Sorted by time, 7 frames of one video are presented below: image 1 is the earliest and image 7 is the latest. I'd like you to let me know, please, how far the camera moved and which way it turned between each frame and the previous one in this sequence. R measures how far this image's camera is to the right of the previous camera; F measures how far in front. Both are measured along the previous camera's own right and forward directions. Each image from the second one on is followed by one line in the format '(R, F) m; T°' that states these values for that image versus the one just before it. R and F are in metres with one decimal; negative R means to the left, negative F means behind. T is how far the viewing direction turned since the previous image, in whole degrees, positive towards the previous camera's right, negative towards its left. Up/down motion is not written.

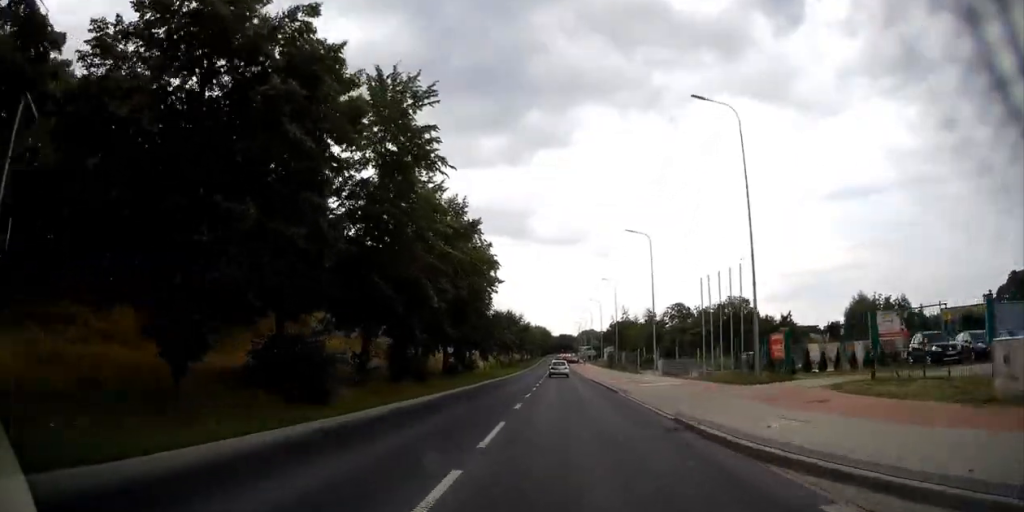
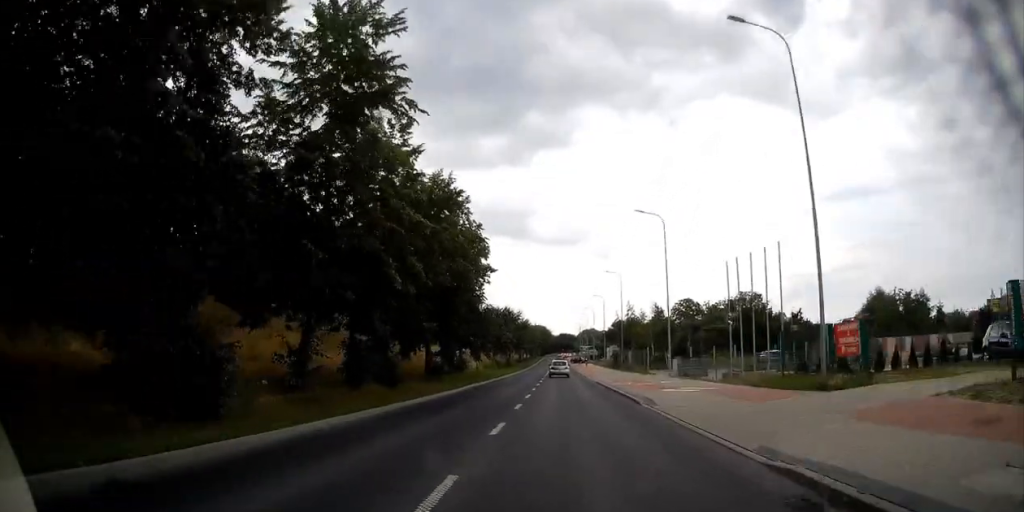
(0.0, +6.3) m; -1°
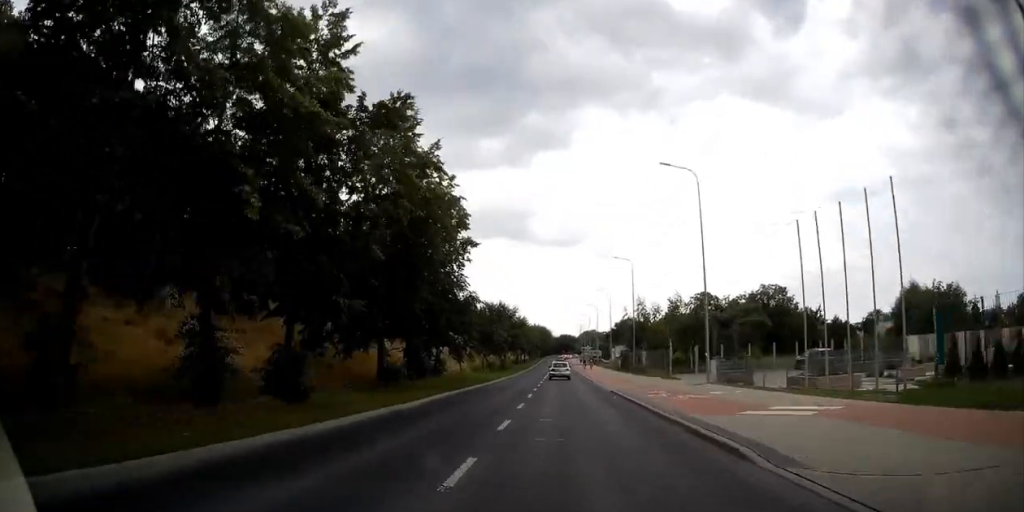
(-0.1, +10.7) m; -1°
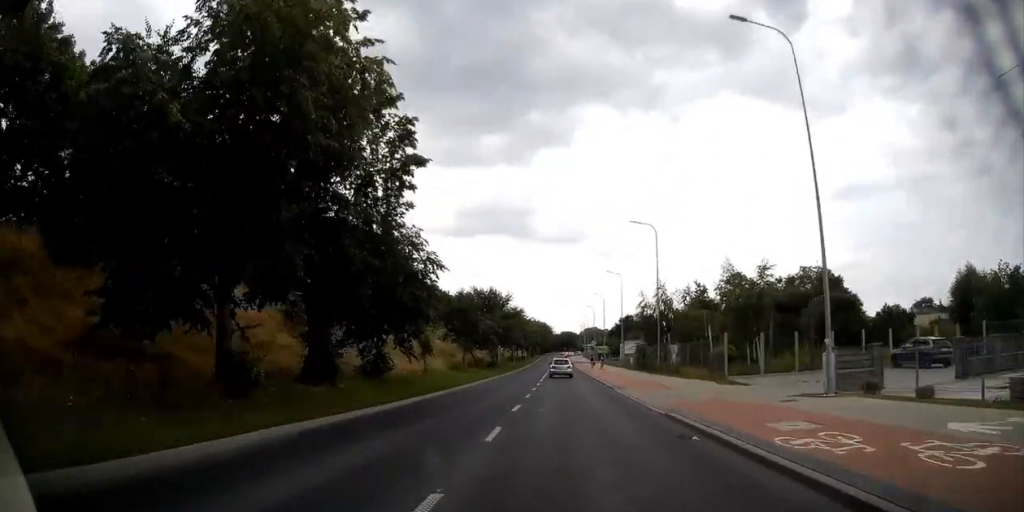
(-0.2, +14.5) m; +1°
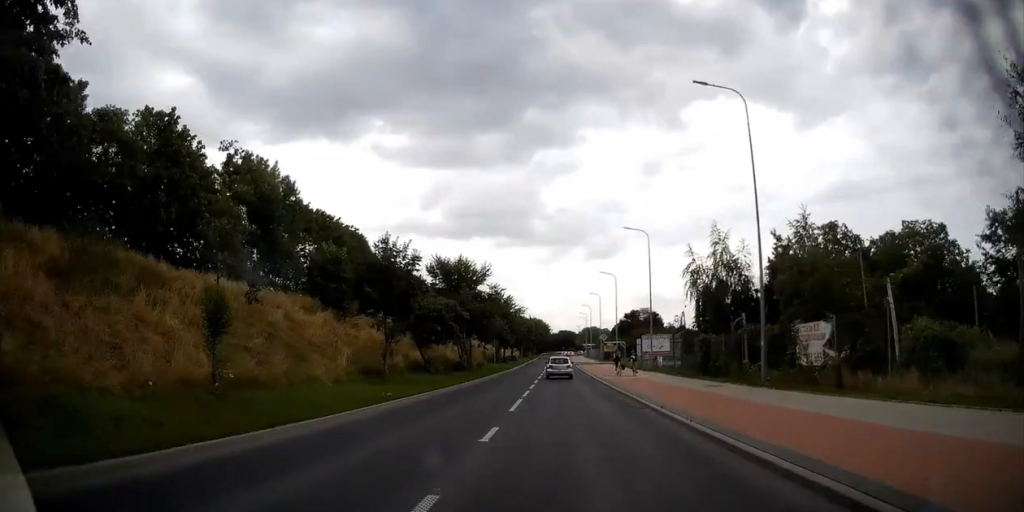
(+0.5, +24.2) m; 0°
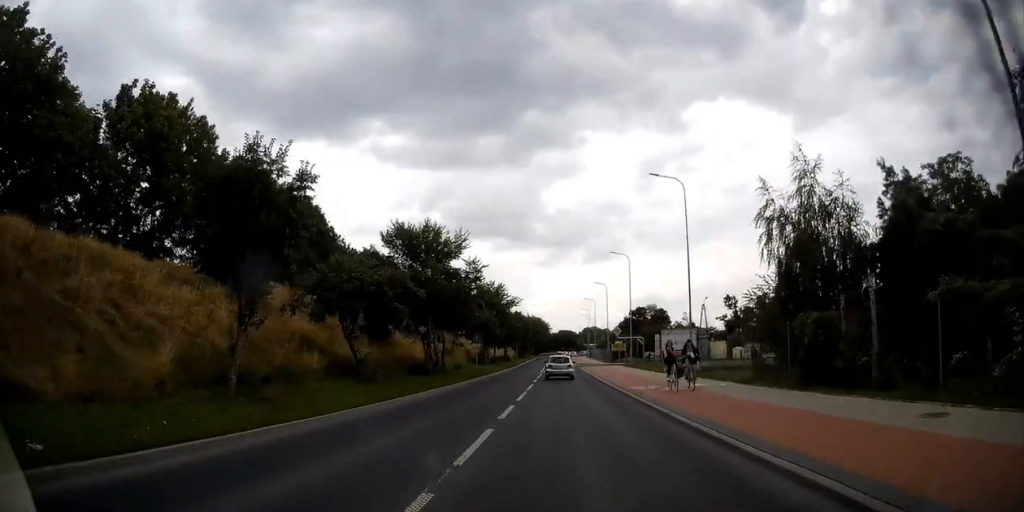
(-0.3, +14.9) m; +1°
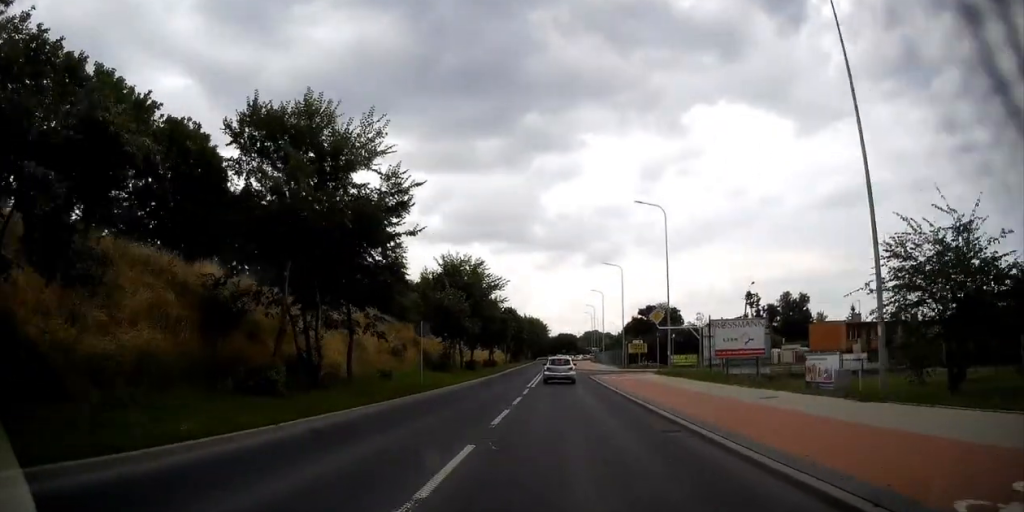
(+0.3, +21.5) m; 0°
